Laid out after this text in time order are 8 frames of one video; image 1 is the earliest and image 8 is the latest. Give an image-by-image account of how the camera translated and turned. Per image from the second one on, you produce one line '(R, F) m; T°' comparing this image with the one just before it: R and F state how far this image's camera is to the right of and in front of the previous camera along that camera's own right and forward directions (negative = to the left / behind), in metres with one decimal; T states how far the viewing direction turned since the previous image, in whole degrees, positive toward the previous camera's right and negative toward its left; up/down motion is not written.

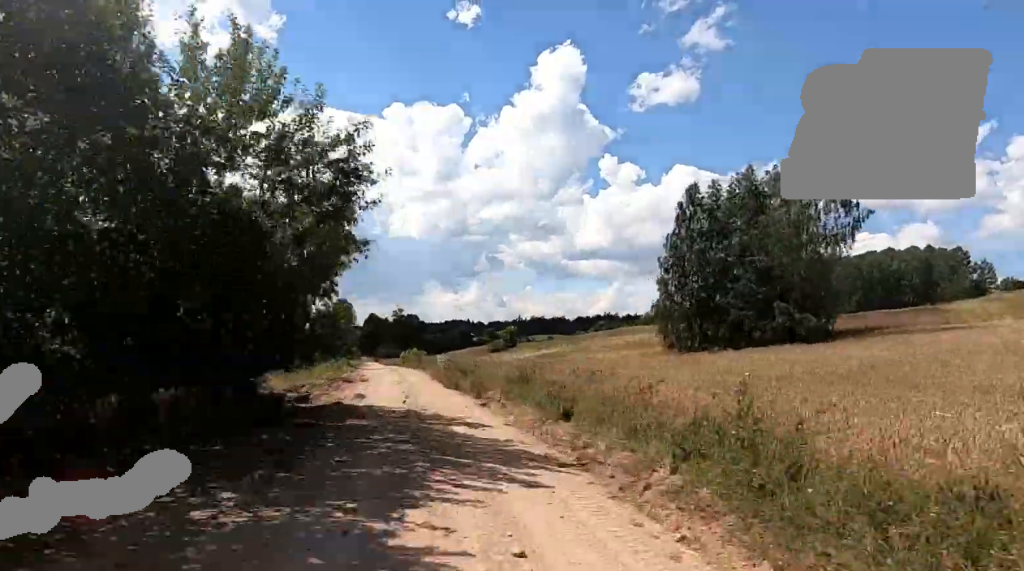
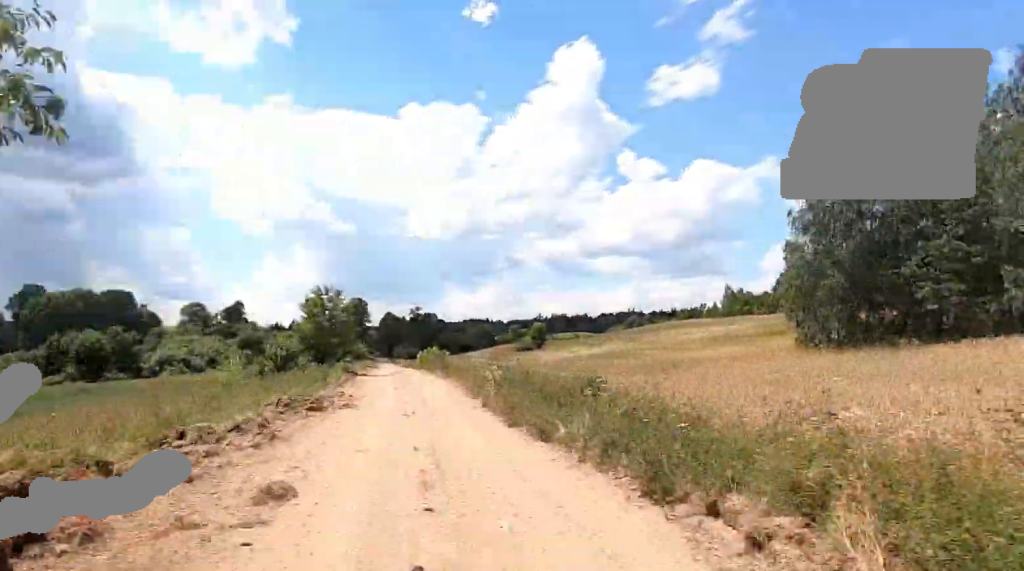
(0.0, +14.2) m; -1°
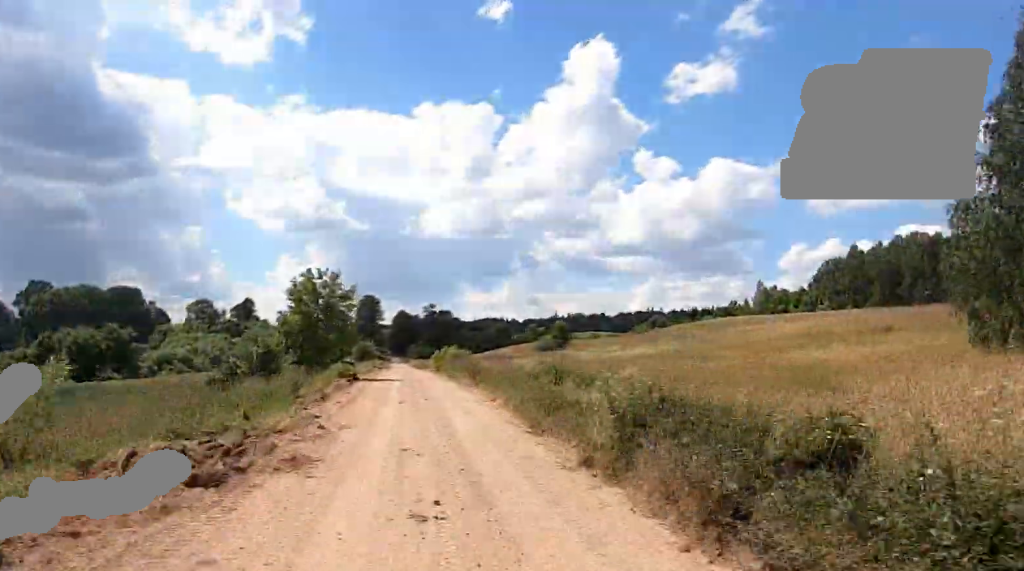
(+0.1, +9.3) m; -1°
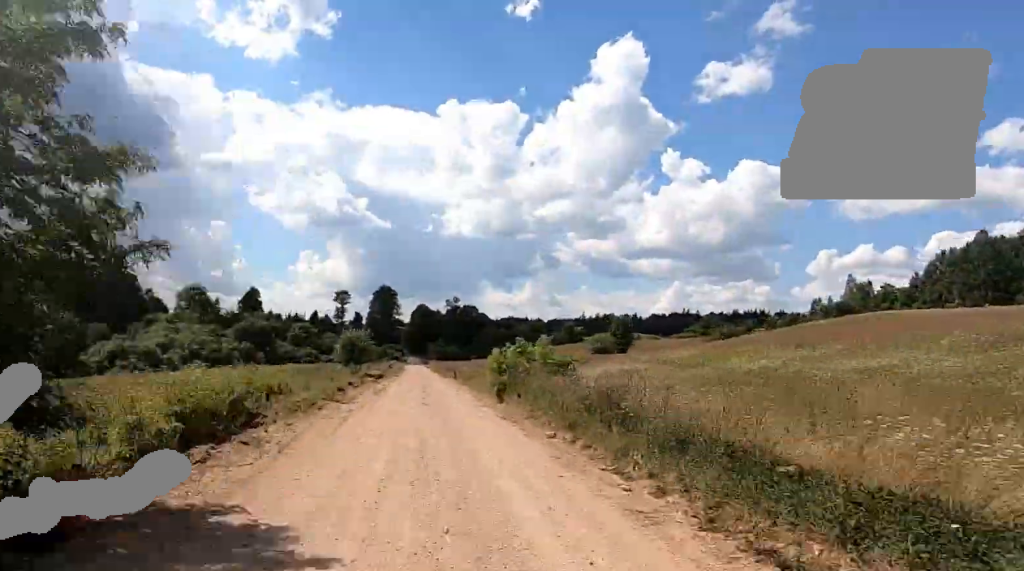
(-1.3, +30.4) m; -3°
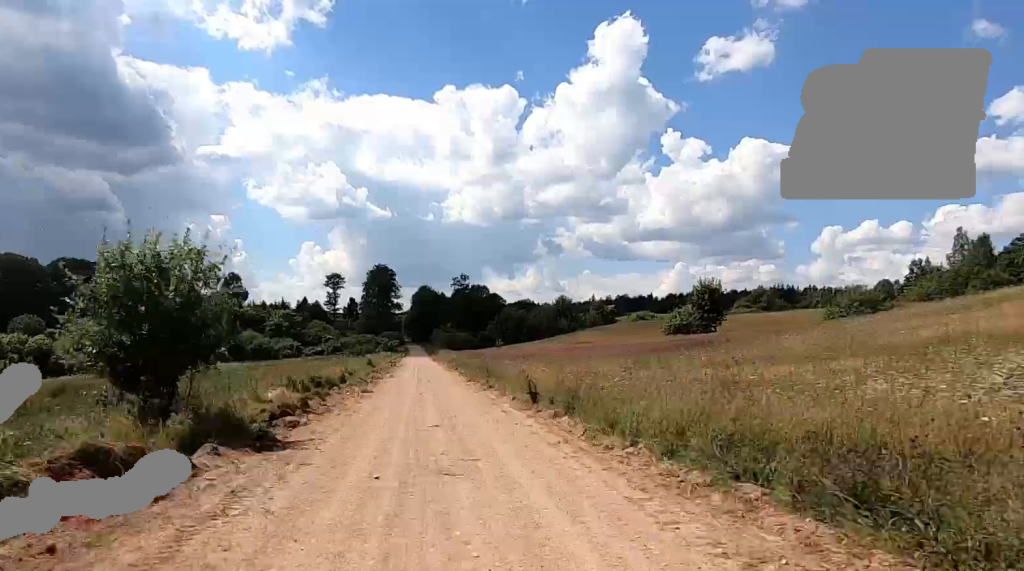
(0.0, +33.3) m; 0°
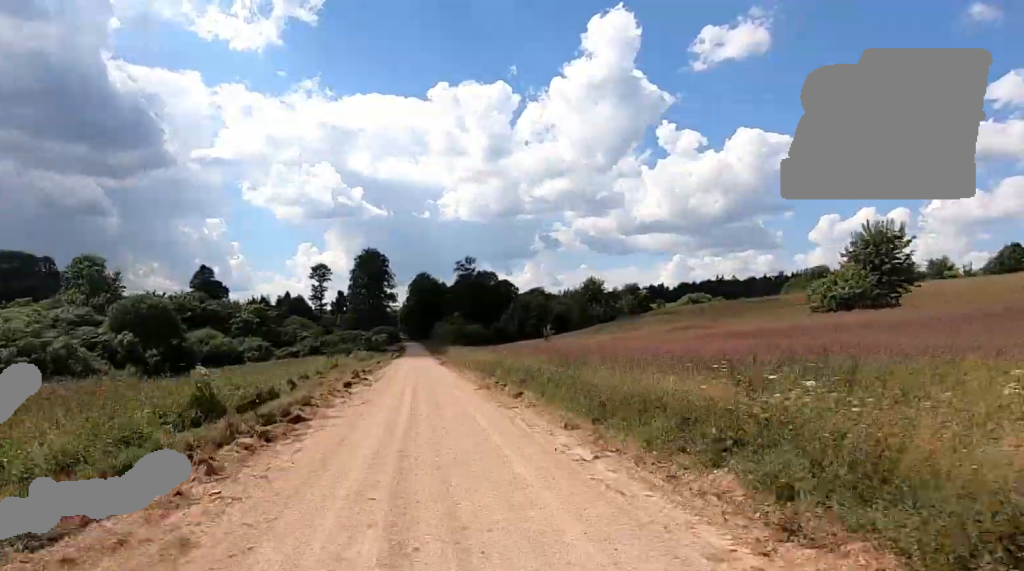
(0.0, +30.9) m; 0°
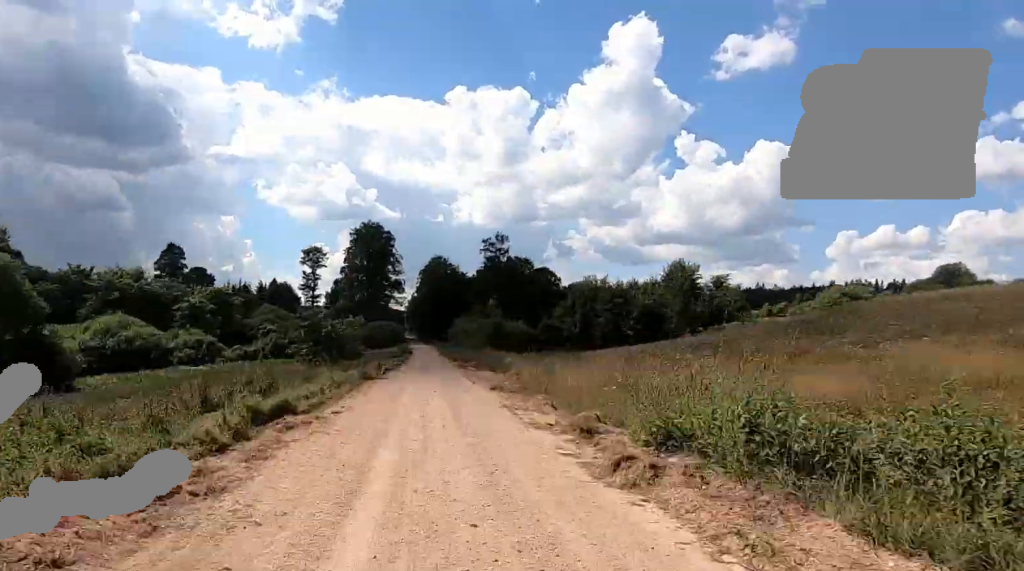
(0.0, +39.4) m; -1°
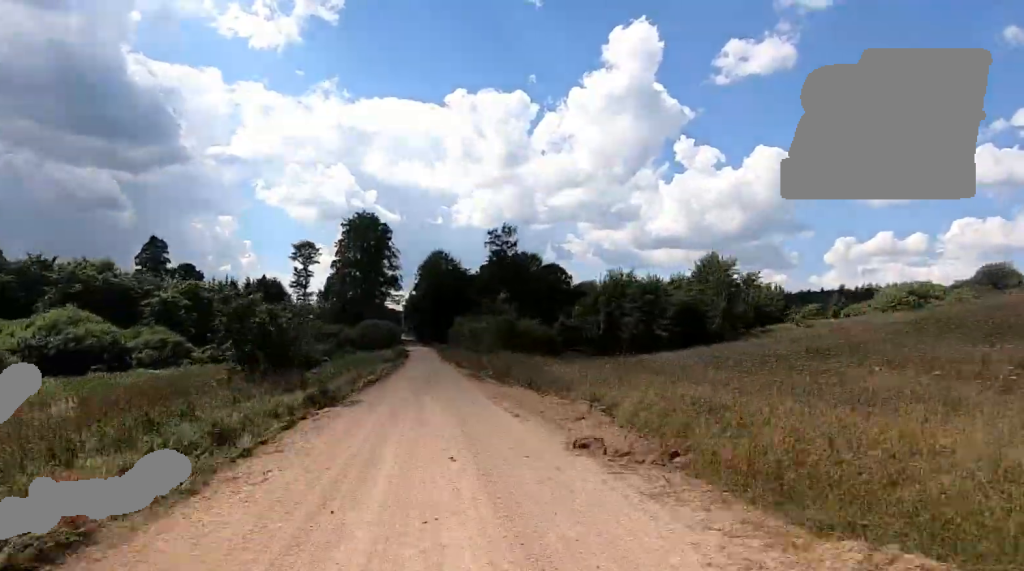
(-0.1, +11.3) m; 0°
